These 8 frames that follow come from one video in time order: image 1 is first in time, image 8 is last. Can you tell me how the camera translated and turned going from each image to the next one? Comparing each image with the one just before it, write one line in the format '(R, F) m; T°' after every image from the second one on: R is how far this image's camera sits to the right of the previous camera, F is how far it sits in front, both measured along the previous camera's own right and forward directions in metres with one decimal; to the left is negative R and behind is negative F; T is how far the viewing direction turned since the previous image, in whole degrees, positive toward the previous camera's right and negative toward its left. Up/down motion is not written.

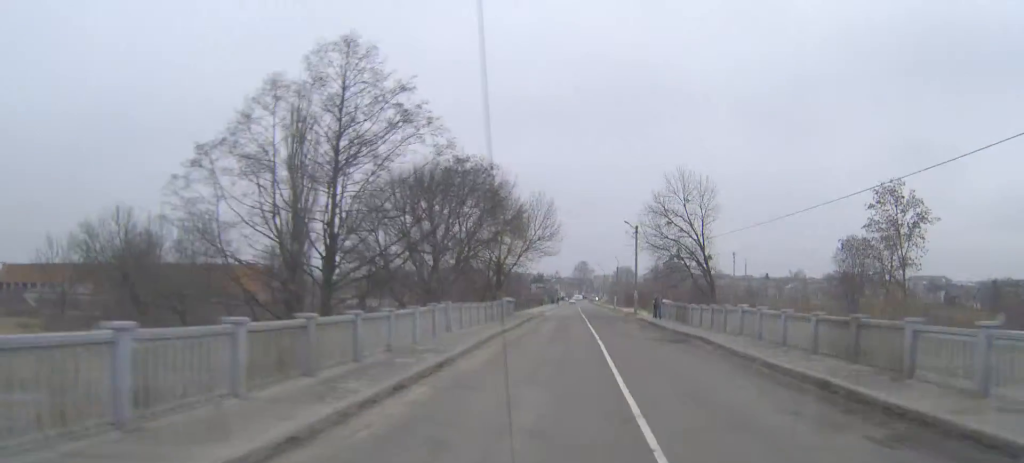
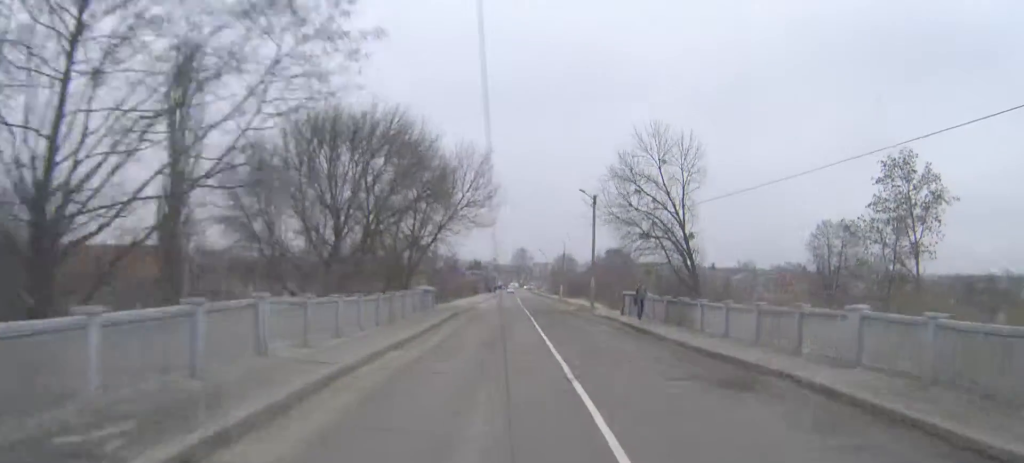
(0.0, +13.7) m; +1°
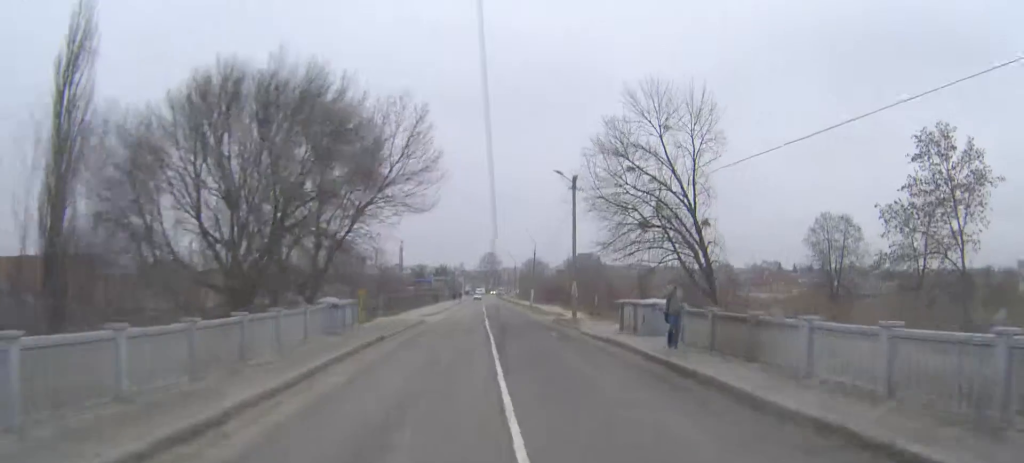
(+0.3, +11.6) m; +2°
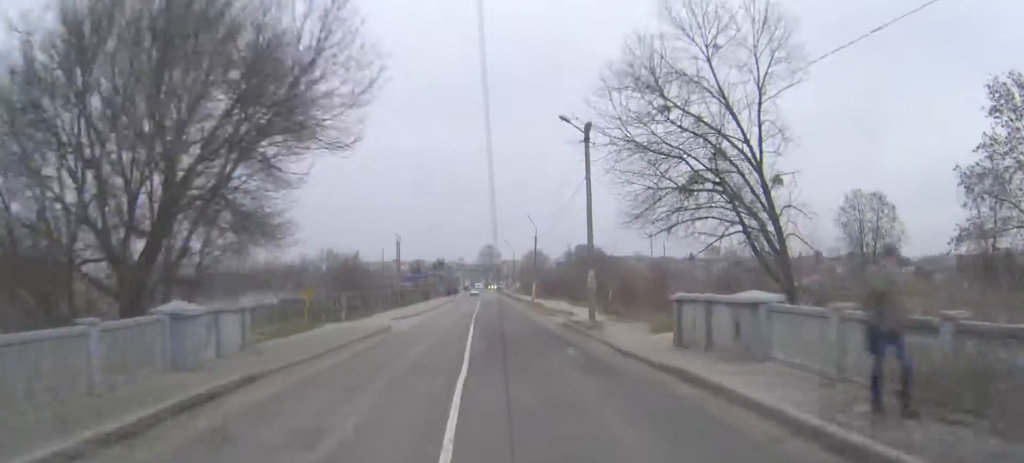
(+0.2, +10.8) m; +1°
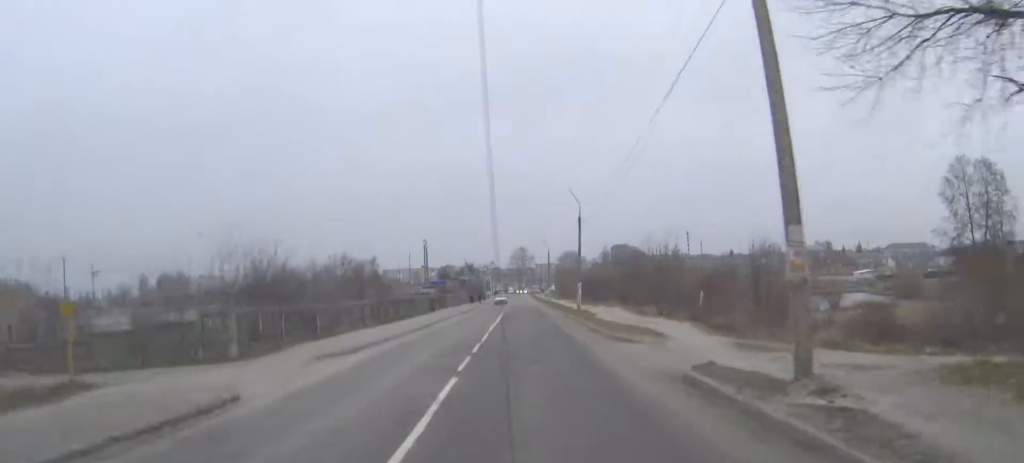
(+0.1, +20.1) m; 0°
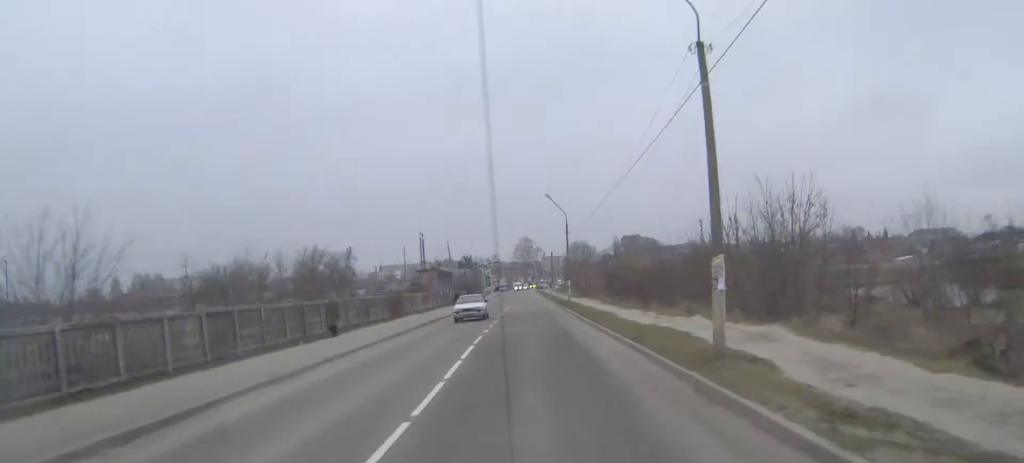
(-0.5, +31.5) m; -1°
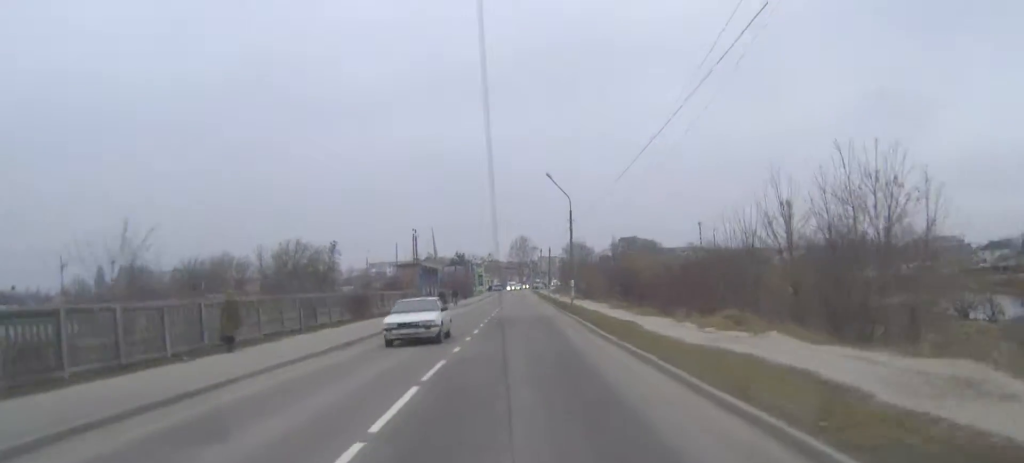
(0.0, +9.2) m; 0°
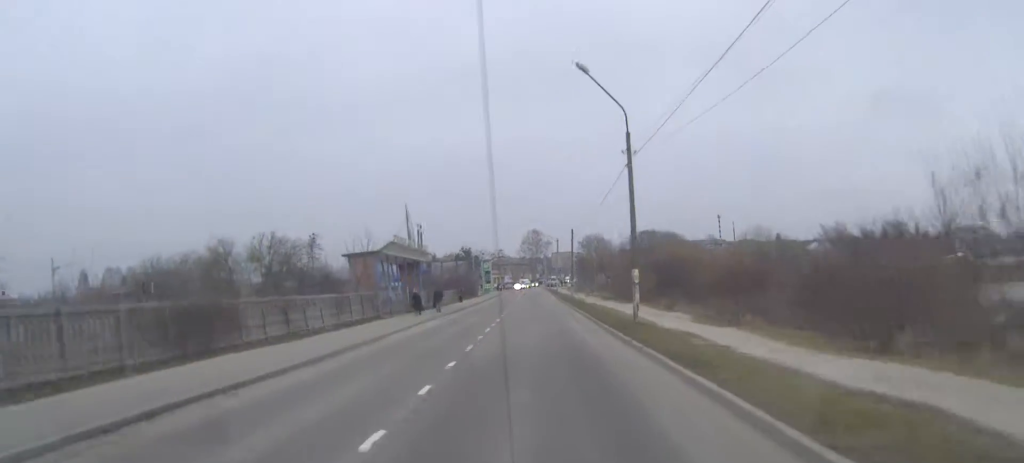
(-0.1, +21.8) m; 0°
